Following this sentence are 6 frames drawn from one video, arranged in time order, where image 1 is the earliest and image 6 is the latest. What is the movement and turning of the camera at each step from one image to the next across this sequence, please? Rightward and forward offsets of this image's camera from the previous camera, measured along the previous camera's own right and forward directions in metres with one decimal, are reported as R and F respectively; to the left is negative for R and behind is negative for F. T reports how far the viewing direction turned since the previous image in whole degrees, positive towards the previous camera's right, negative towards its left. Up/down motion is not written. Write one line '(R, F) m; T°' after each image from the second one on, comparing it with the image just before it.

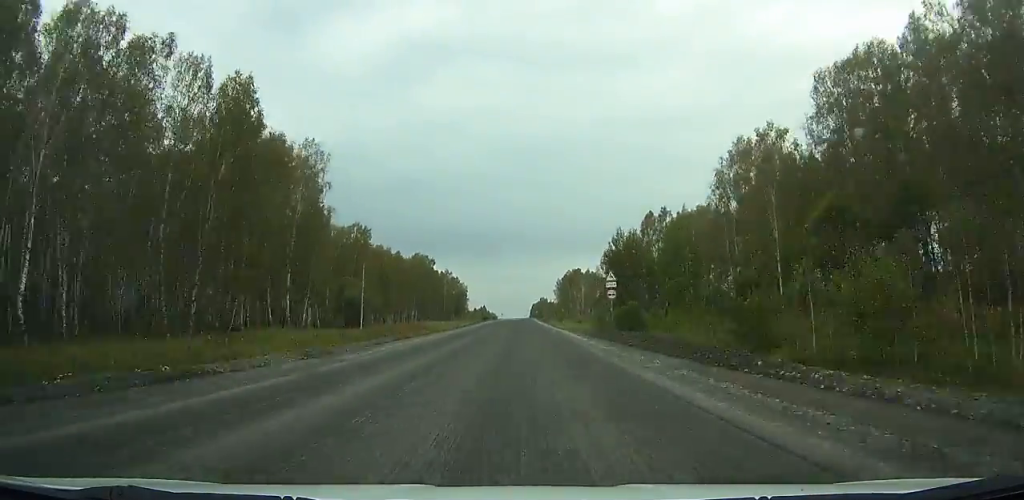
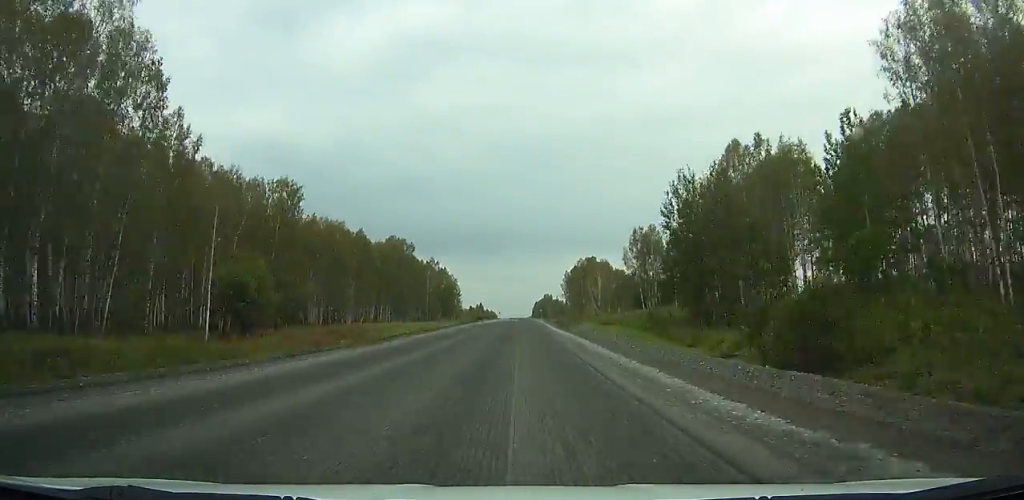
(-0.1, +43.7) m; 0°
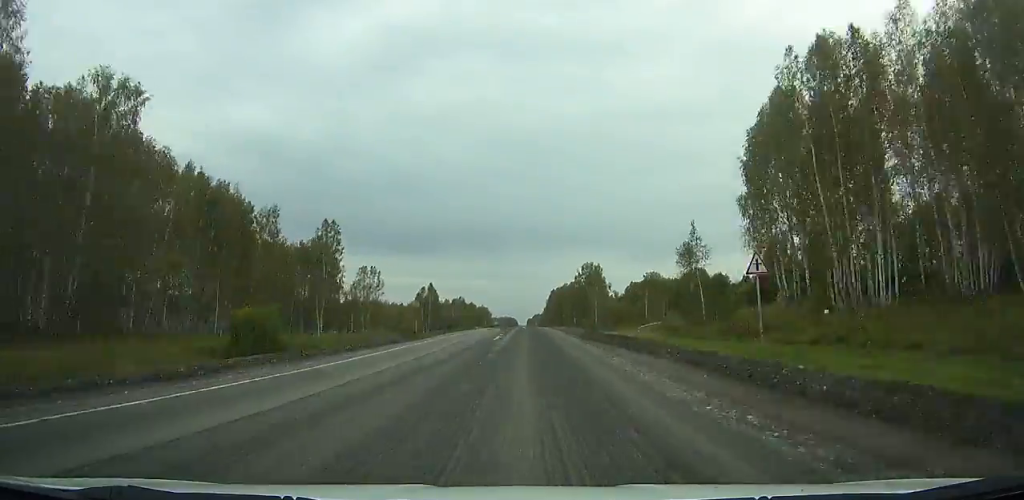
(-1.5, +201.8) m; -1°
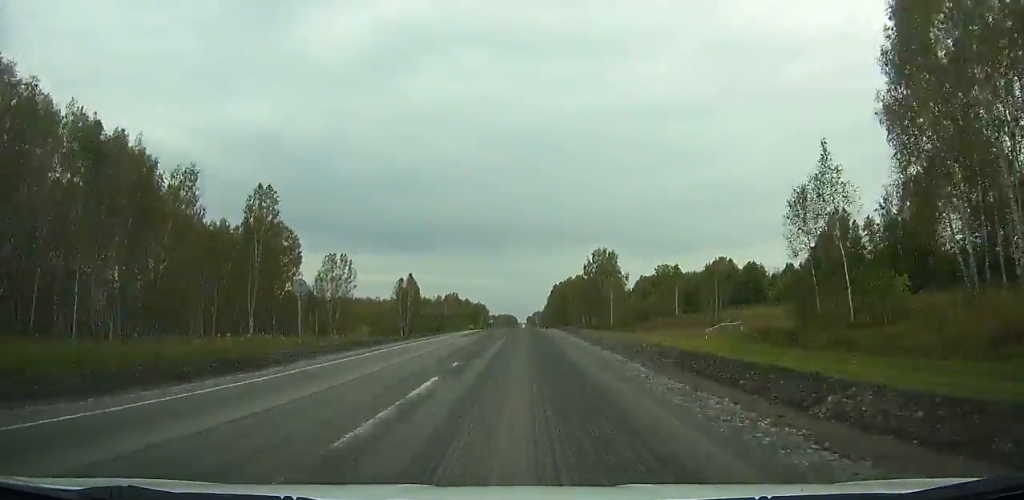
(+0.1, +25.4) m; 0°
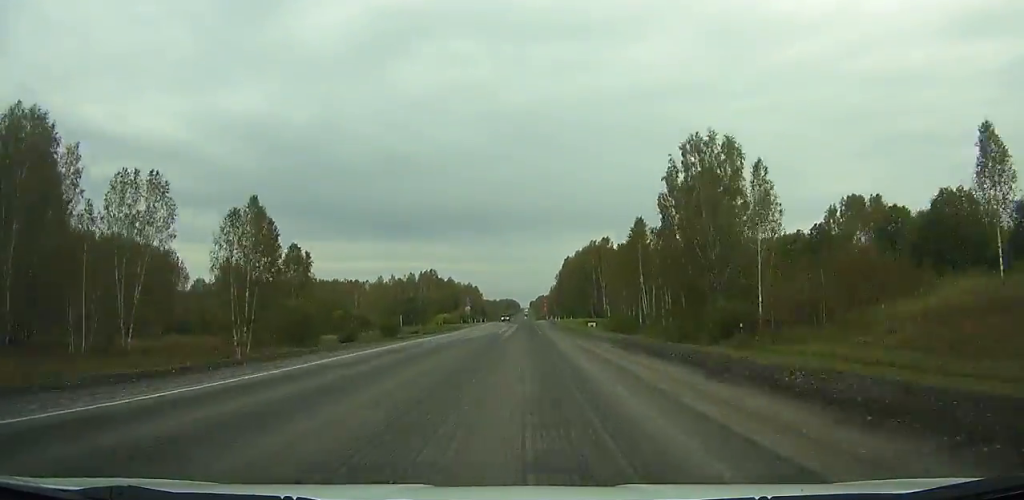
(-0.2, +71.4) m; 0°
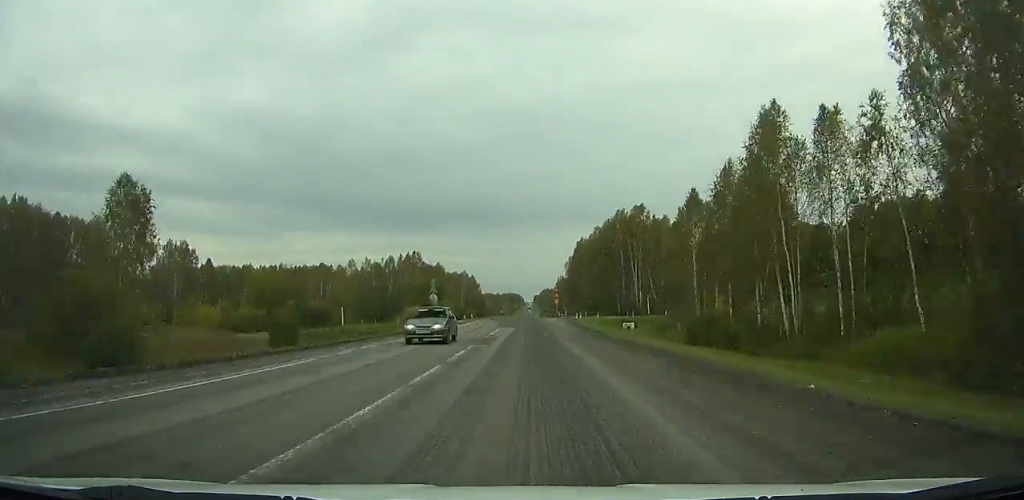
(-0.1, +37.6) m; 0°
